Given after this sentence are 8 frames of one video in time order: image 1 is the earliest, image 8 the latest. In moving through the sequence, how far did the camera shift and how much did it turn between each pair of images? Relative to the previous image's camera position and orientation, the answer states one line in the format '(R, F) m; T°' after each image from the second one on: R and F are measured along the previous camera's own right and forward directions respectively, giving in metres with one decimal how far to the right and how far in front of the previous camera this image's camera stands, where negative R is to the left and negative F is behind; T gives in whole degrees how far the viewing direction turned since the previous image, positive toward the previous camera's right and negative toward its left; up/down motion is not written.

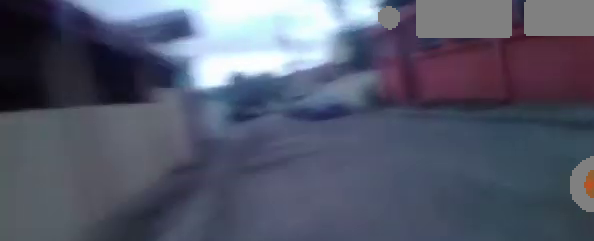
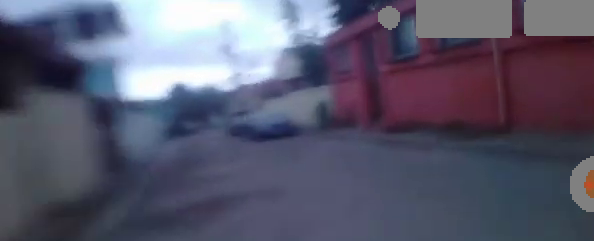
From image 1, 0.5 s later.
(0.0, +2.6) m; 0°
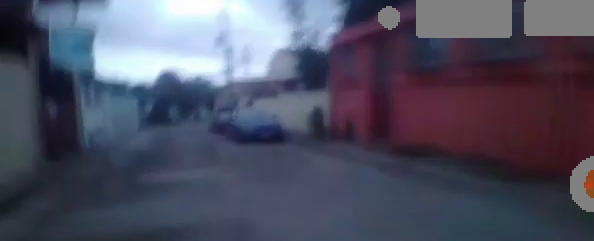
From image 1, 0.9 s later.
(0.0, +2.0) m; 0°
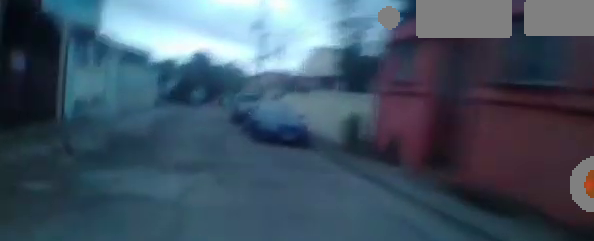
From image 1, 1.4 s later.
(0.0, +2.2) m; 0°
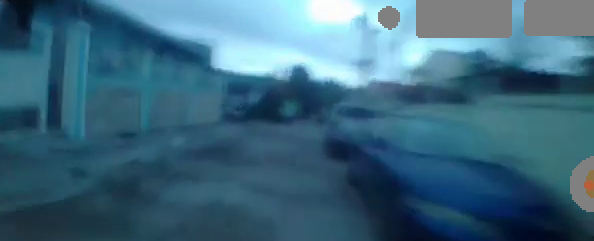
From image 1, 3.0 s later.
(-0.5, +7.5) m; -7°
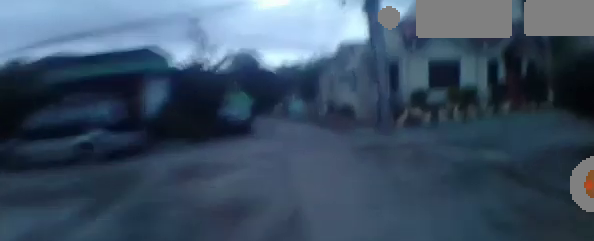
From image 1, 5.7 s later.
(-0.3, +11.7) m; +2°
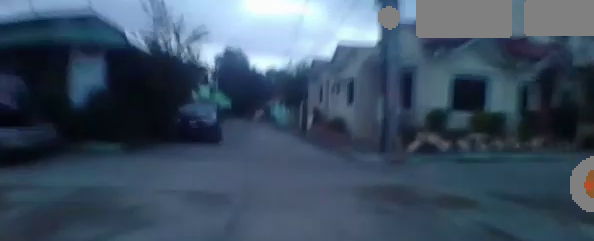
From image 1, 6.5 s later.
(+0.2, +3.3) m; +12°
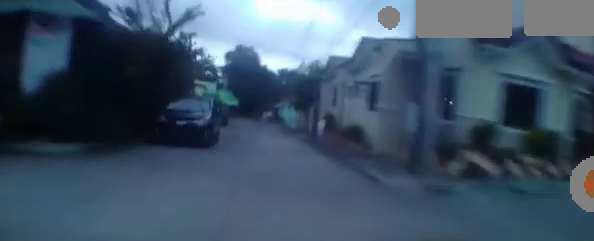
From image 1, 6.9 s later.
(+0.2, +1.8) m; +1°
